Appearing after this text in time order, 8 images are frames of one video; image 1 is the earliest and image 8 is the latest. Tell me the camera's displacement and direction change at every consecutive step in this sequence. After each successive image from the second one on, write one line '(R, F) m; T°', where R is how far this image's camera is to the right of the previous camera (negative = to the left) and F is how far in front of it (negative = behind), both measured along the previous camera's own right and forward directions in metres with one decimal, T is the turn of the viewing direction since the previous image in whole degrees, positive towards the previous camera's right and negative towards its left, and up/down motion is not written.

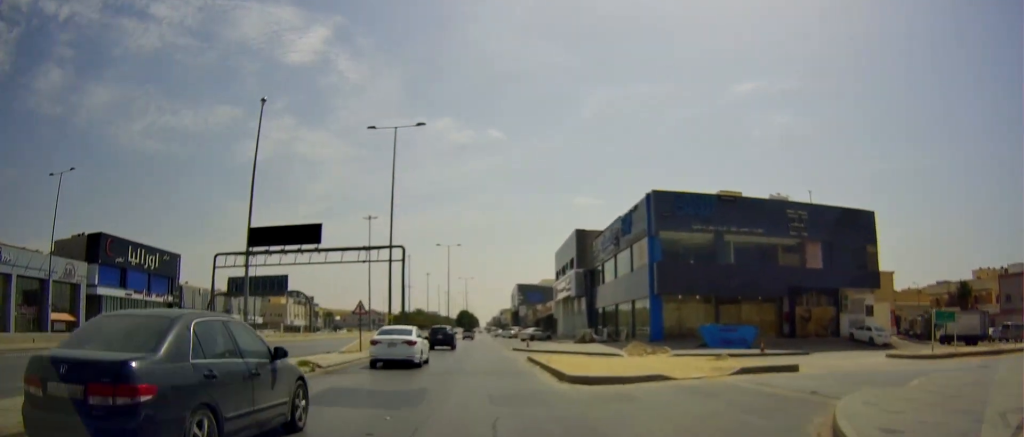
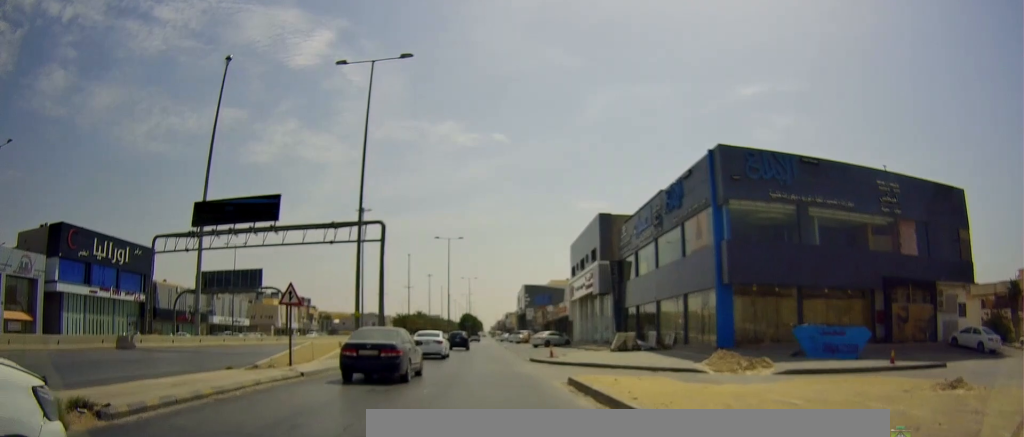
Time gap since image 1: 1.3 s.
(+0.3, +12.4) m; +4°
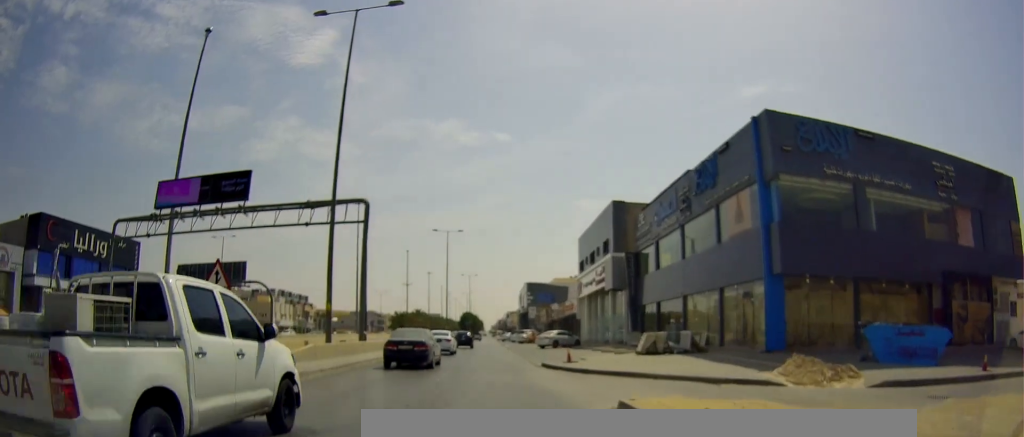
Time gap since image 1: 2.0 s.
(+0.2, +5.8) m; +1°
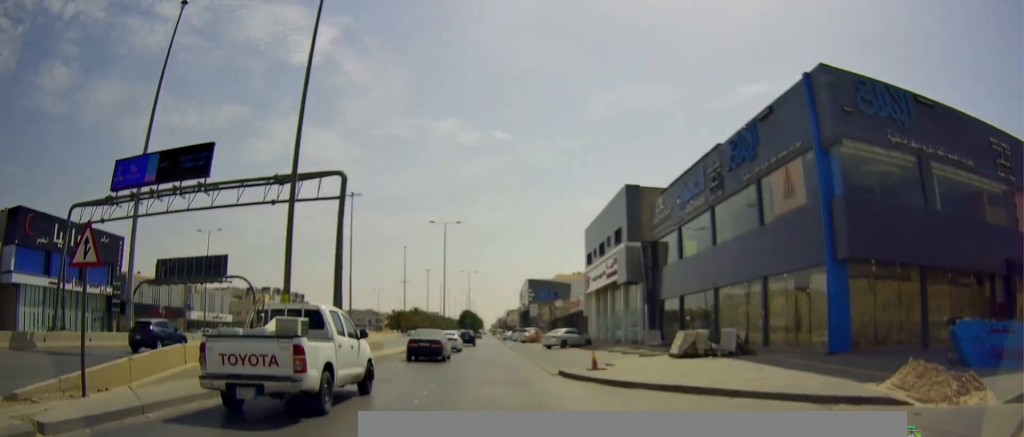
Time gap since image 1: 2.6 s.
(-0.1, +5.5) m; -3°
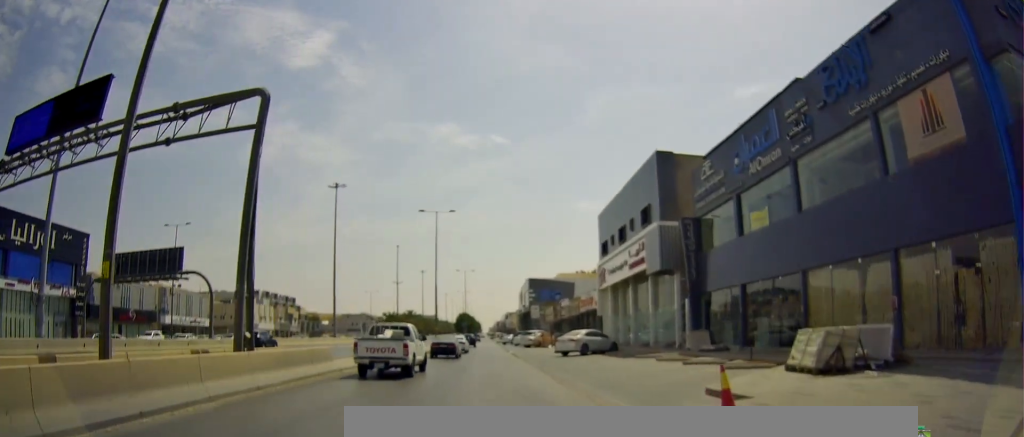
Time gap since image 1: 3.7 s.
(-0.5, +10.1) m; -3°
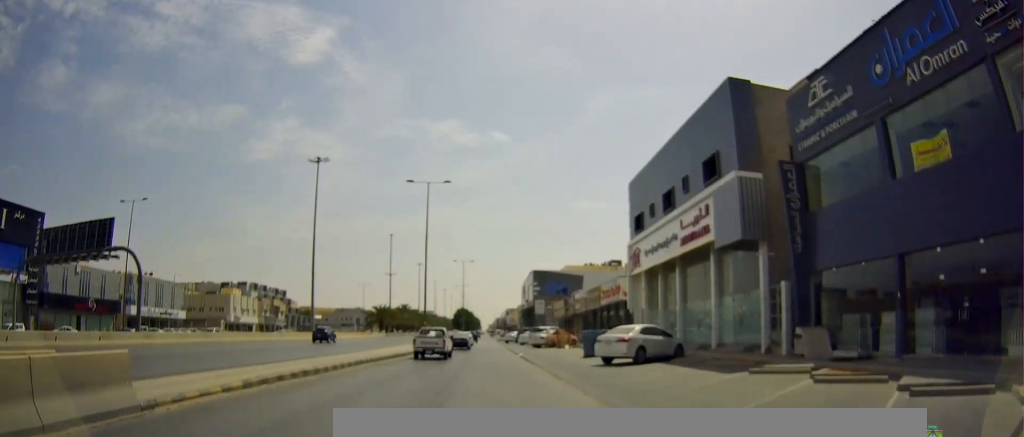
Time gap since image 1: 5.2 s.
(+0.4, +12.2) m; +2°
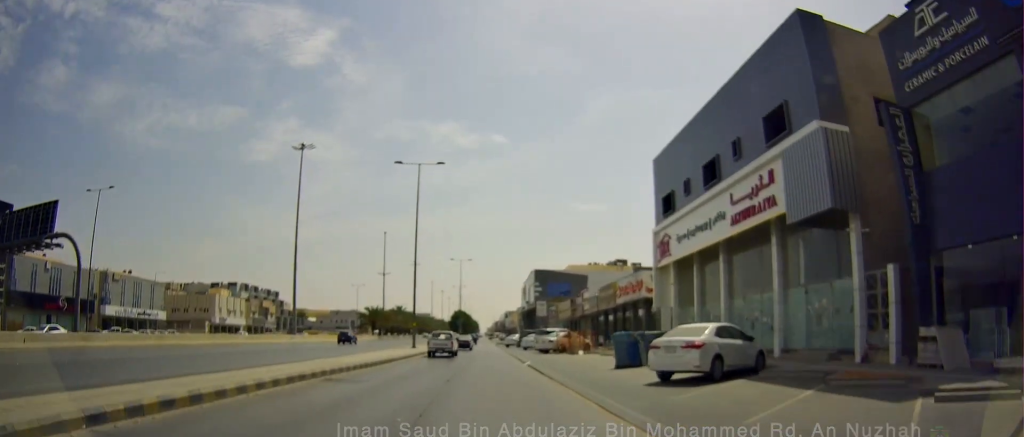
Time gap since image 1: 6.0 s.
(+0.1, +7.5) m; -1°
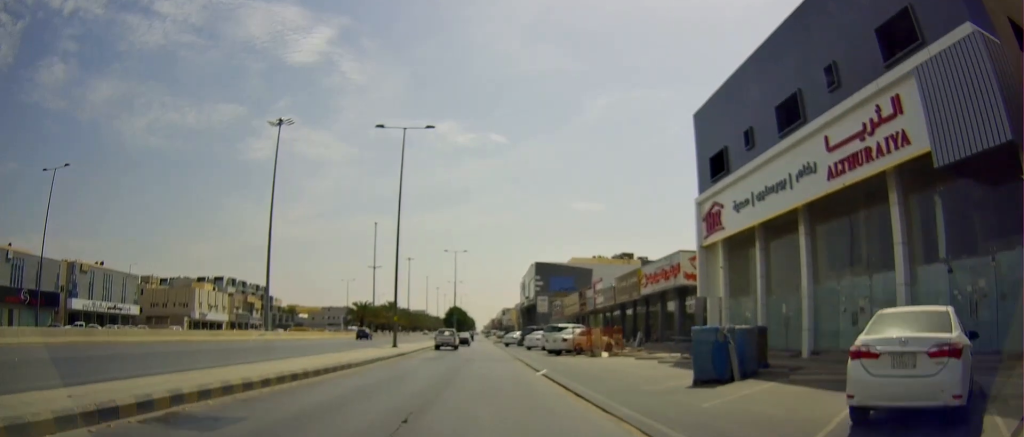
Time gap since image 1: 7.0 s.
(-0.4, +8.8) m; +1°
